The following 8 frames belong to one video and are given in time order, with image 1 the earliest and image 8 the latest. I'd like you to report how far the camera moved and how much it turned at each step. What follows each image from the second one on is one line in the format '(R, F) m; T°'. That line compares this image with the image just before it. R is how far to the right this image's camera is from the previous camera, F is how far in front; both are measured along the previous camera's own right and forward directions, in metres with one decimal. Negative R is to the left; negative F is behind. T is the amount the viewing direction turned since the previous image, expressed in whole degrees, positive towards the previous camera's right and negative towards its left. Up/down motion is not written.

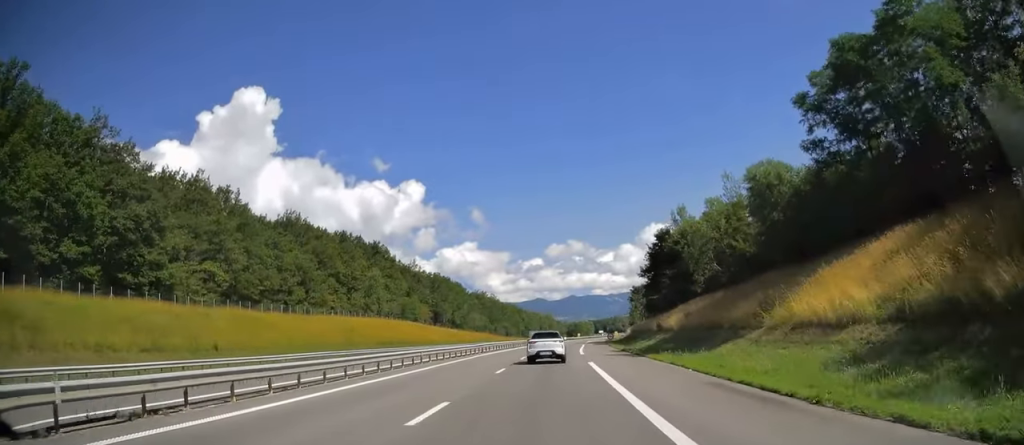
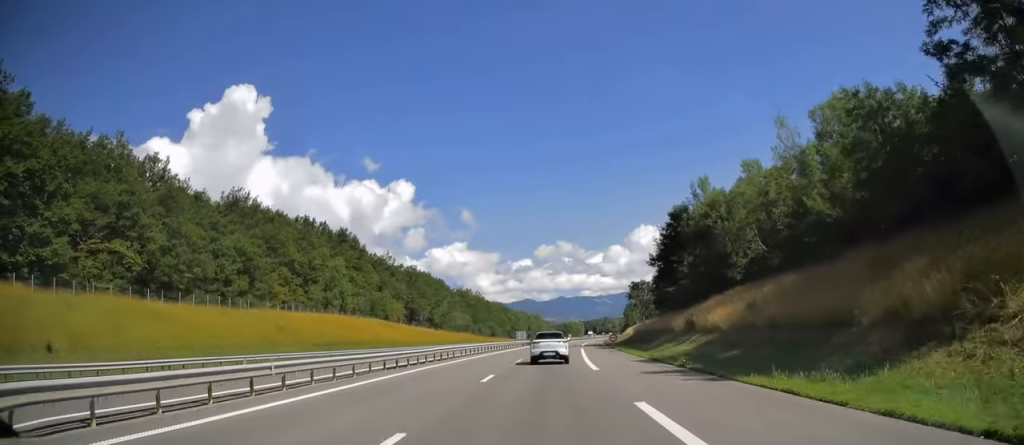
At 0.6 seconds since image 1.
(0.0, +17.0) m; +1°
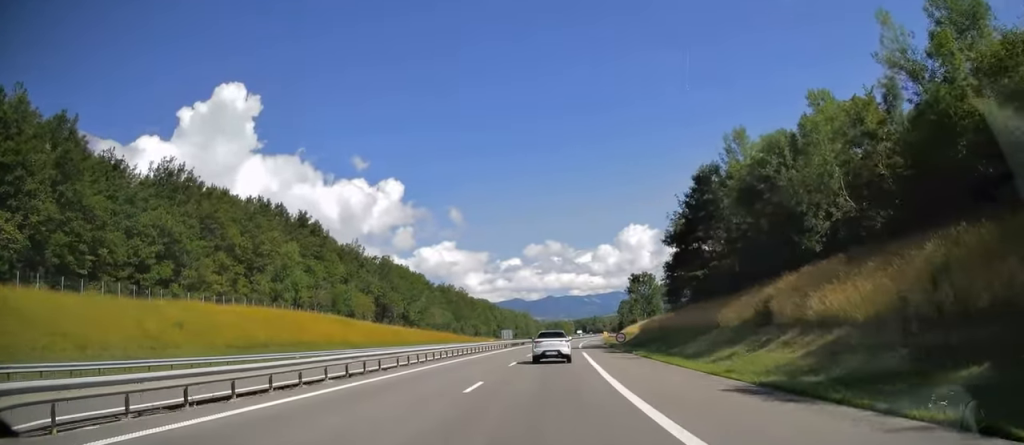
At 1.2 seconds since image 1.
(+0.2, +16.8) m; +1°
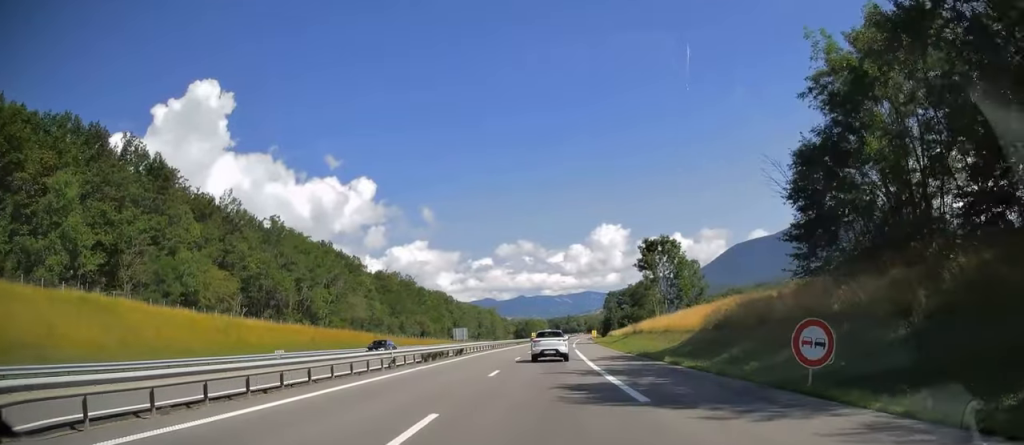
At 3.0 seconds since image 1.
(+1.1, +46.1) m; +3°
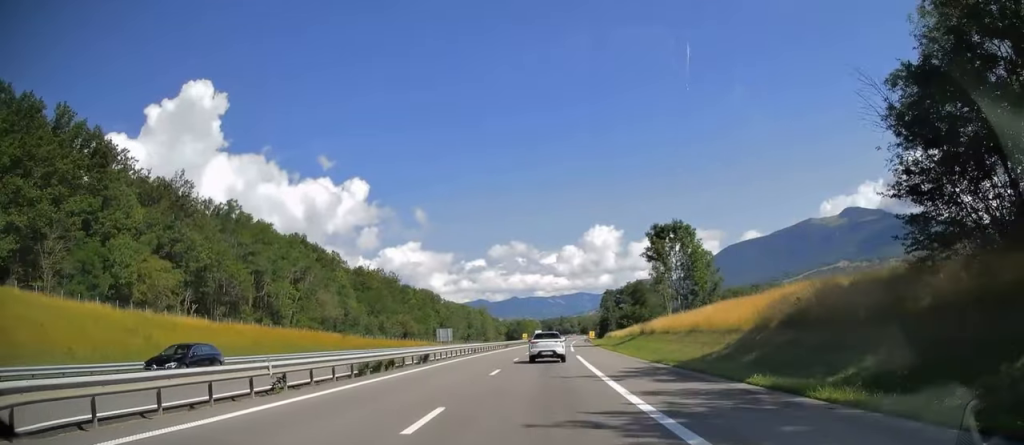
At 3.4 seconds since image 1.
(+0.2, +11.9) m; +1°
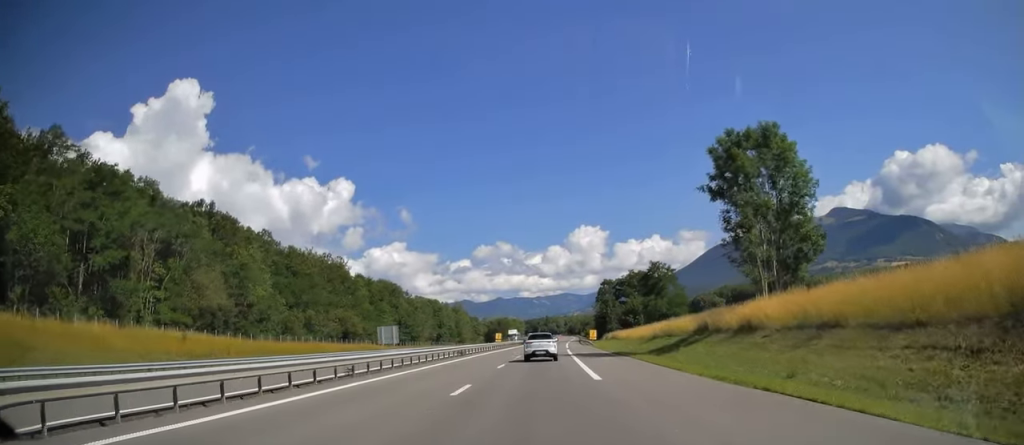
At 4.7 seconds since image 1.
(+0.4, +33.4) m; +1°
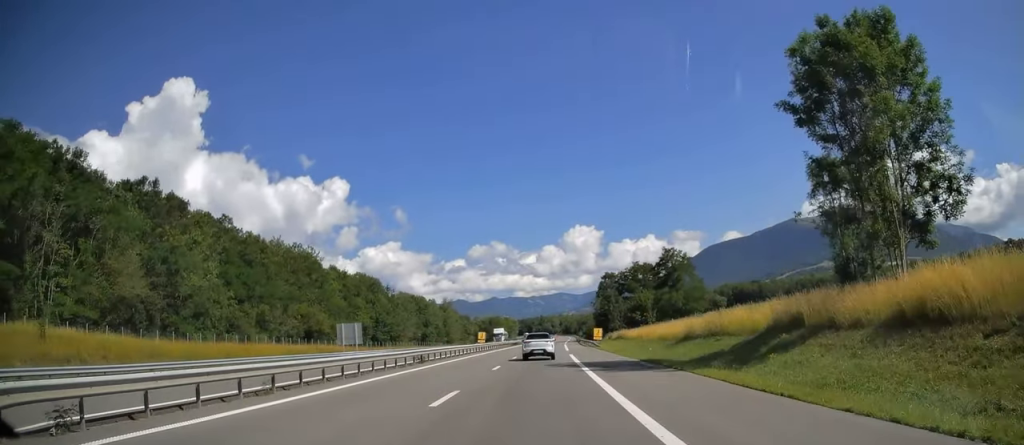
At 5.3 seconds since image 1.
(+0.1, +15.0) m; 0°
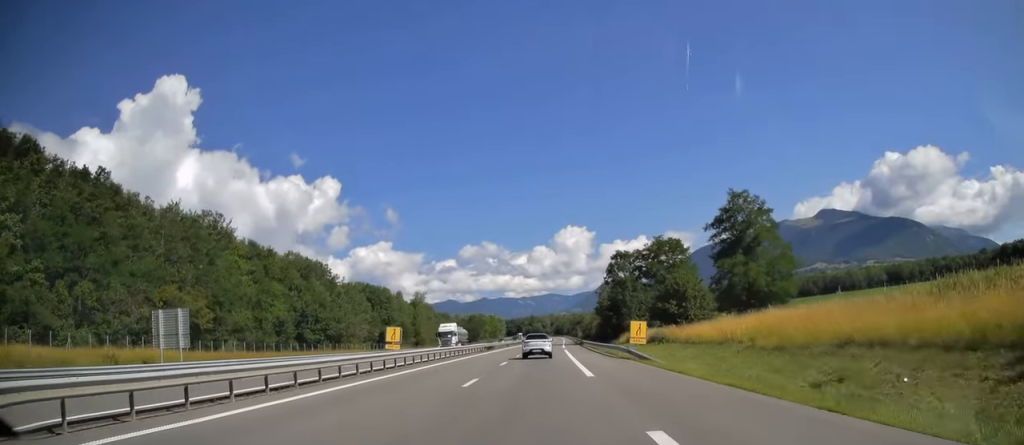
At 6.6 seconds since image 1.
(+0.2, +34.4) m; +1°
